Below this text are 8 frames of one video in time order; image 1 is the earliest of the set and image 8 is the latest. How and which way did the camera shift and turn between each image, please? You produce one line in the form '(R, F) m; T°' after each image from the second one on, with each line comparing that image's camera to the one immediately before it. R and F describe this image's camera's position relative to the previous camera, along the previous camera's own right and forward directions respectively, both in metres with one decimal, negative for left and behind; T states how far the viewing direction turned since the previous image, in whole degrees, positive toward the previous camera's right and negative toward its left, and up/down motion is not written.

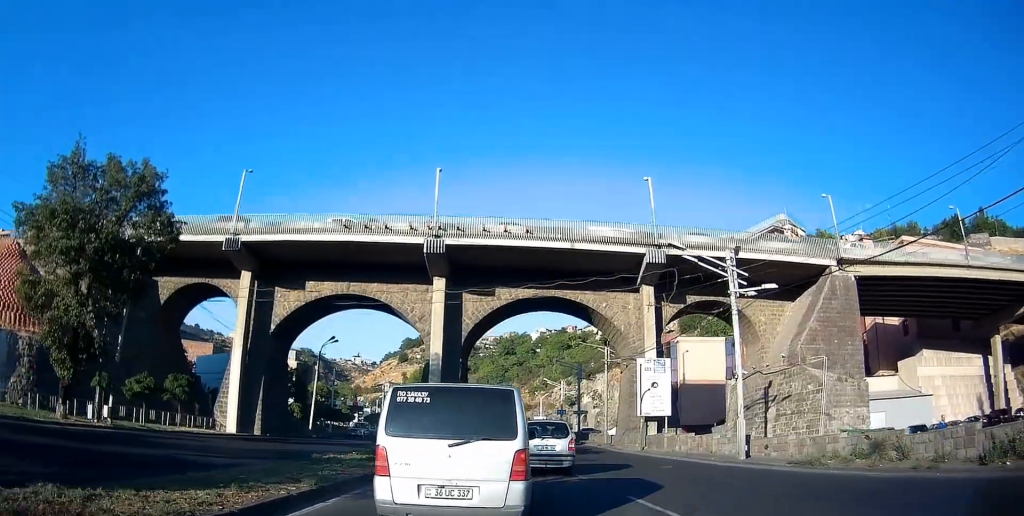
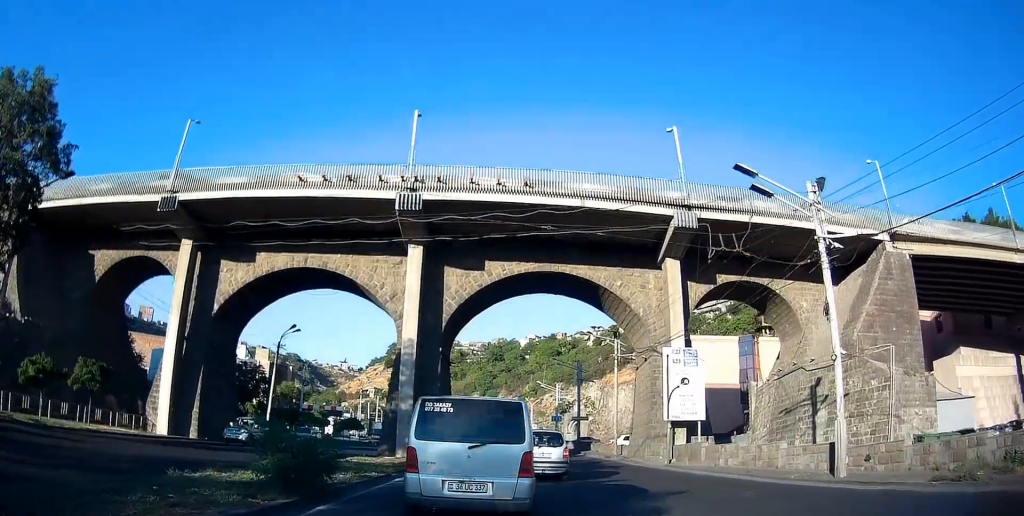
(+0.1, +8.9) m; -2°
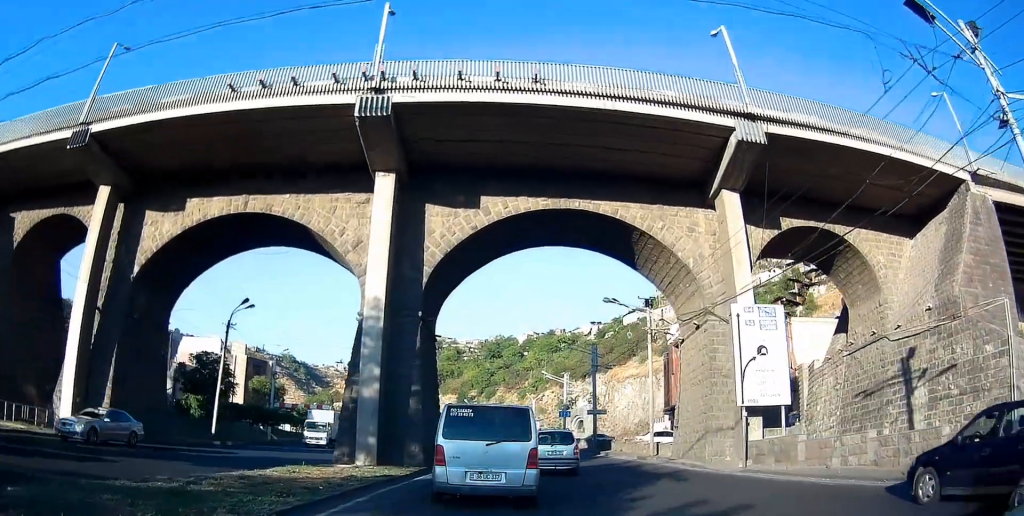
(-0.3, +9.6) m; -2°
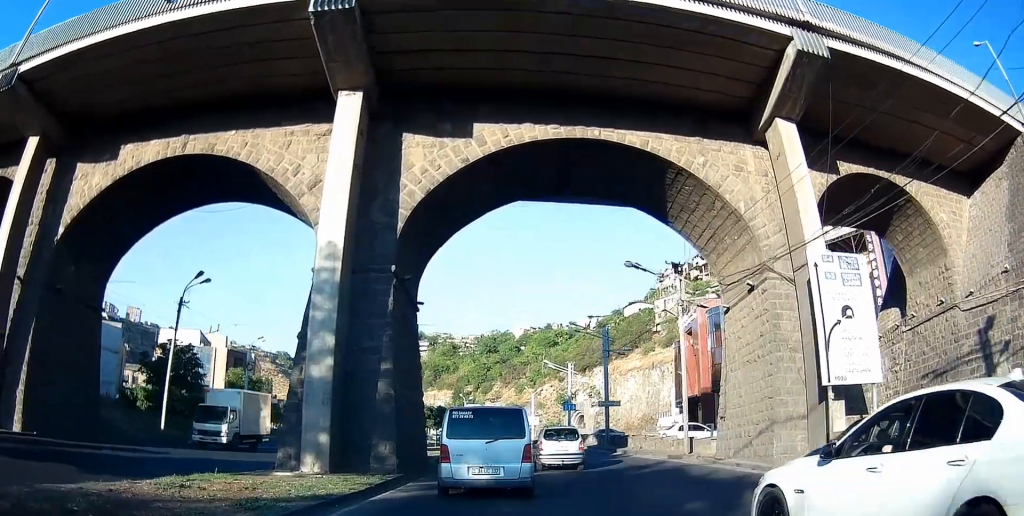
(0.0, +6.1) m; +1°
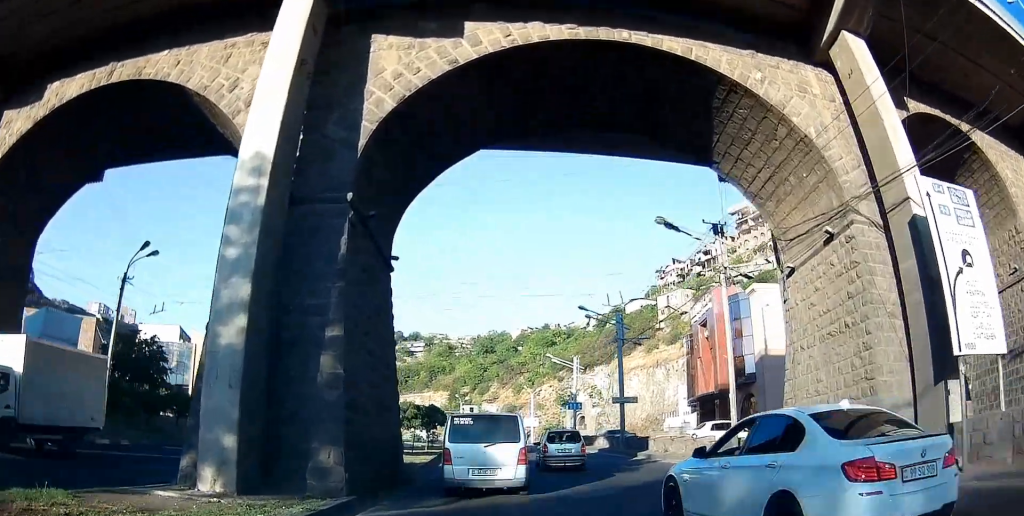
(-0.1, +5.5) m; +1°
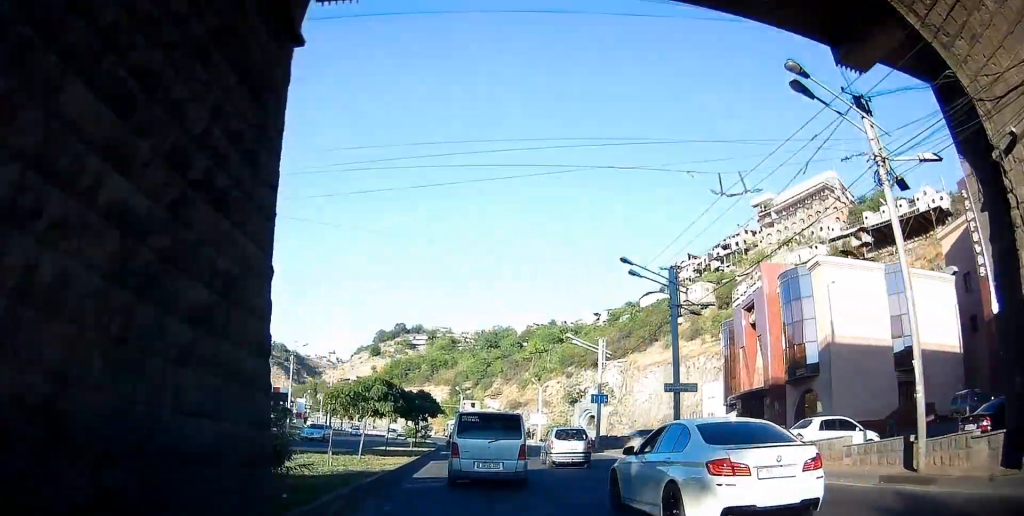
(+0.3, +9.8) m; +5°
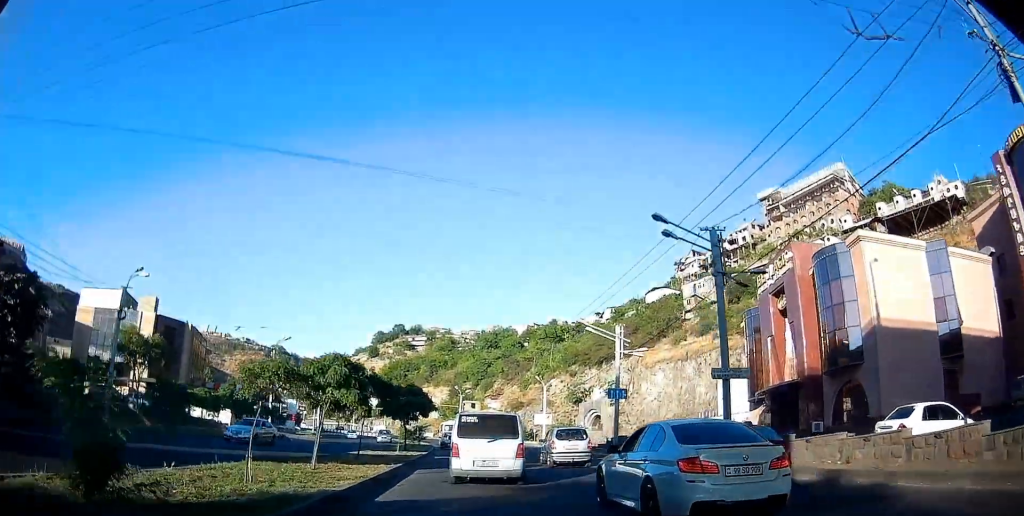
(+0.3, +5.5) m; +2°
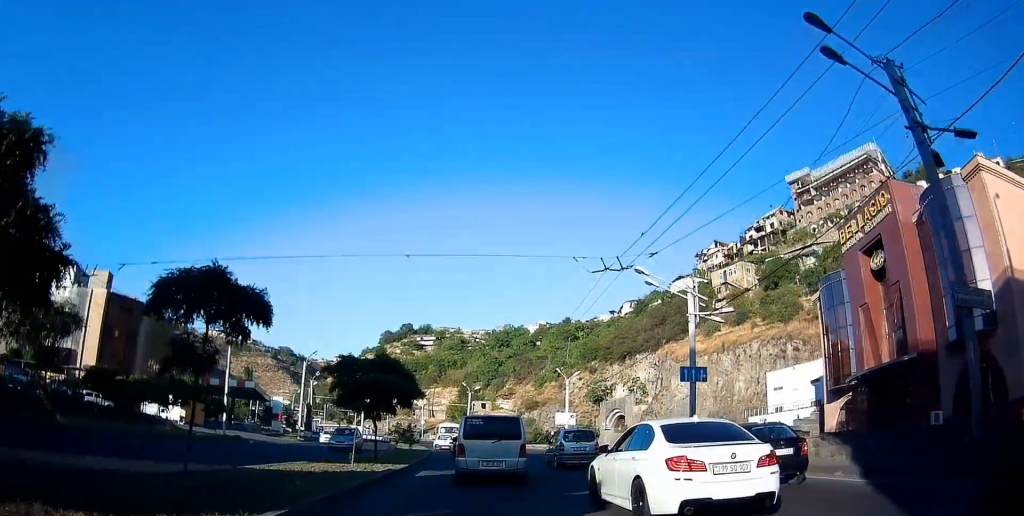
(+0.4, +11.7) m; +1°
